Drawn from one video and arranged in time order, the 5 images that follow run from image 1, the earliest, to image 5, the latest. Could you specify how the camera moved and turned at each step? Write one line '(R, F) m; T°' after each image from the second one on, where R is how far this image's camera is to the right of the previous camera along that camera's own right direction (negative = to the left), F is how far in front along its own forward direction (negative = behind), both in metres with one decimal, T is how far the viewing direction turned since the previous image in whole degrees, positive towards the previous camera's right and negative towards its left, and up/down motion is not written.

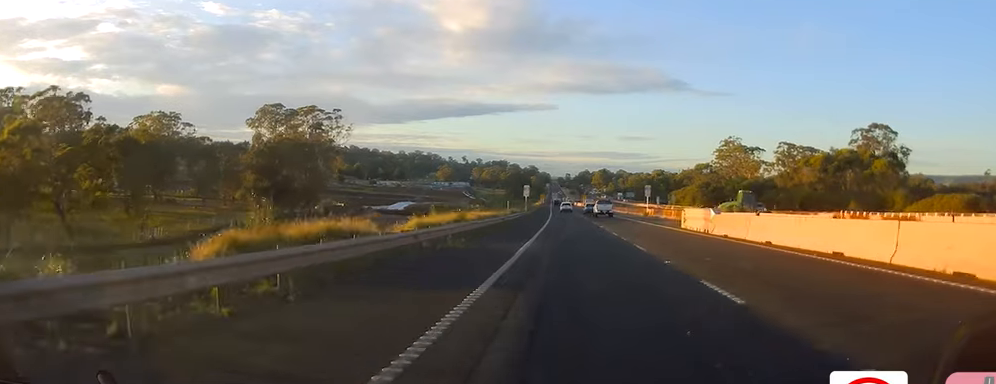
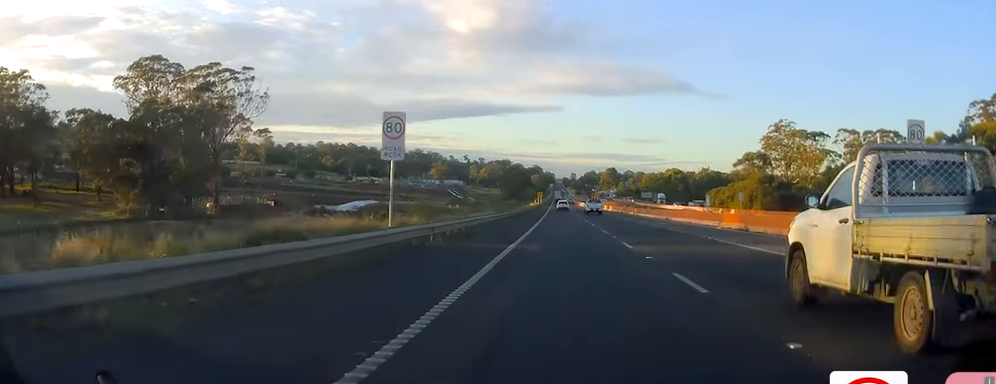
(-0.1, +66.4) m; 0°
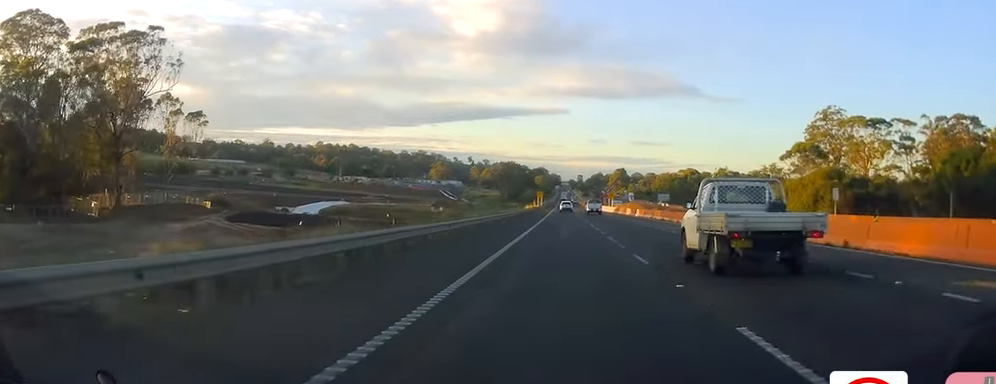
(-0.4, +39.7) m; -2°
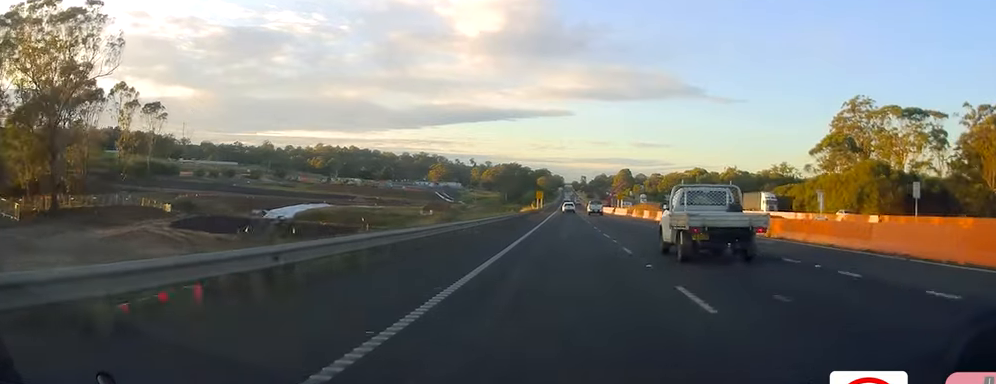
(-0.4, +18.4) m; -1°
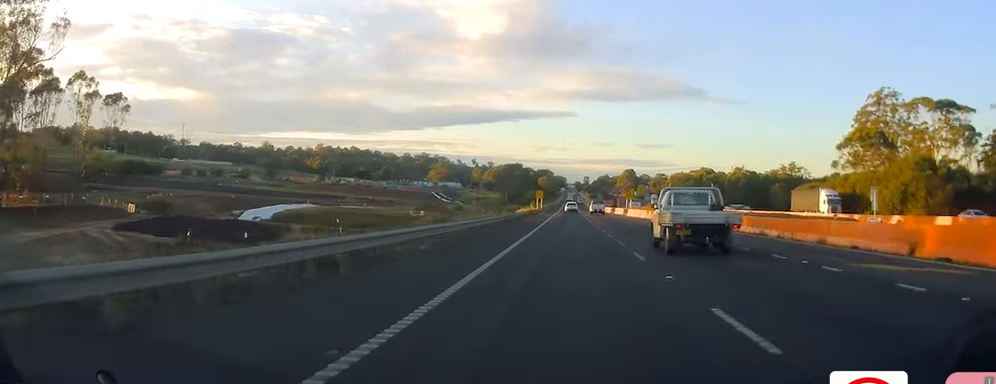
(+0.3, +13.9) m; 0°
